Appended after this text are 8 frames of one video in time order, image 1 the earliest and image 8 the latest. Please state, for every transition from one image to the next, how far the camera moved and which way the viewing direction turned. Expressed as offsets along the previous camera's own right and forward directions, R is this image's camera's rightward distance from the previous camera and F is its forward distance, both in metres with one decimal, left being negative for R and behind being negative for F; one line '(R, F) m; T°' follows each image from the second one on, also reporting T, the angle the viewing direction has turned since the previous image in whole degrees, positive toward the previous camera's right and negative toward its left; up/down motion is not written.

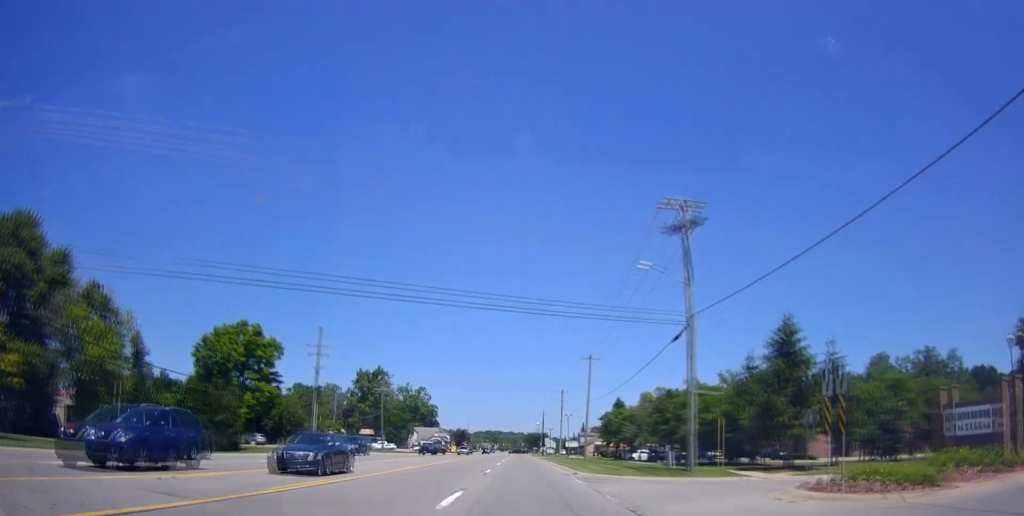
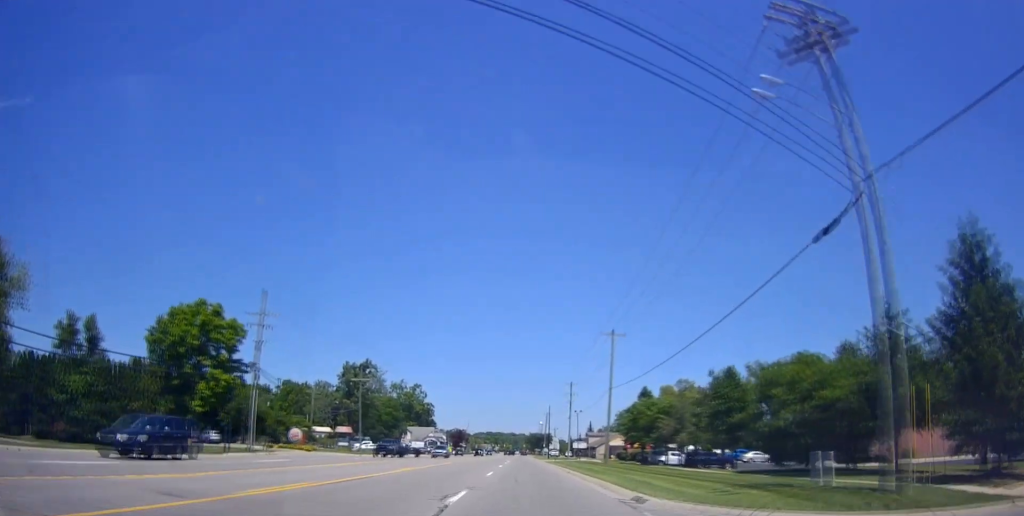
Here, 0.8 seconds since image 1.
(+0.2, +15.6) m; 0°
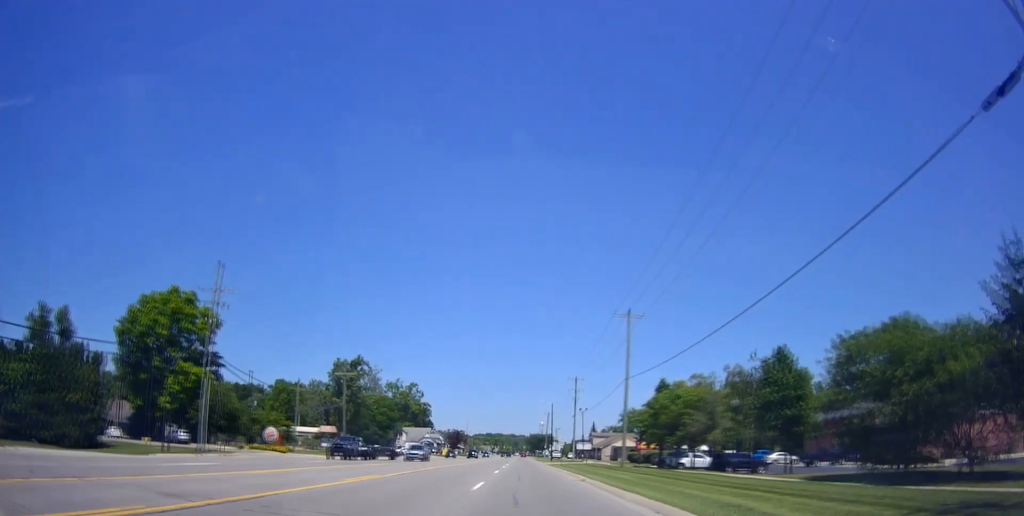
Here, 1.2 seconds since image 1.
(+0.2, +8.1) m; 0°
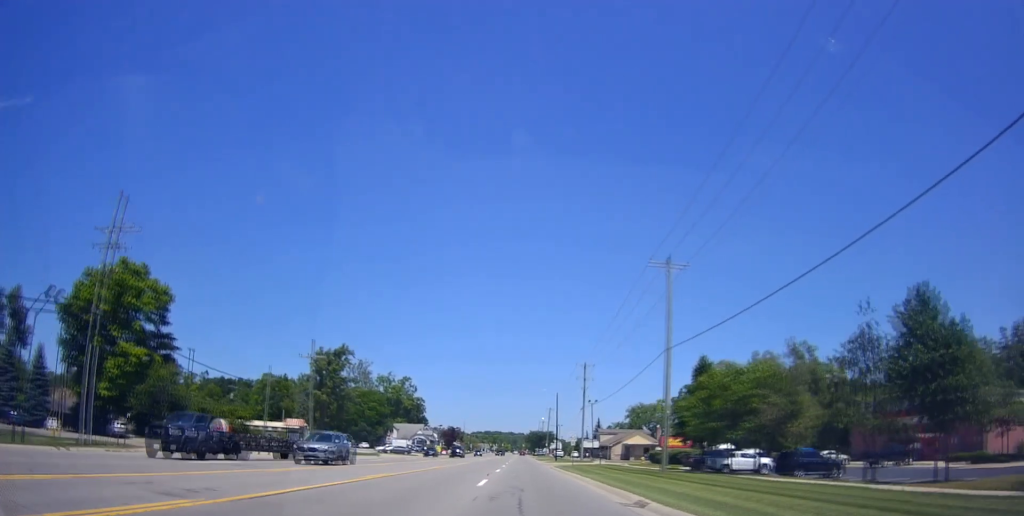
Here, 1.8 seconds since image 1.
(-0.4, +12.9) m; -1°
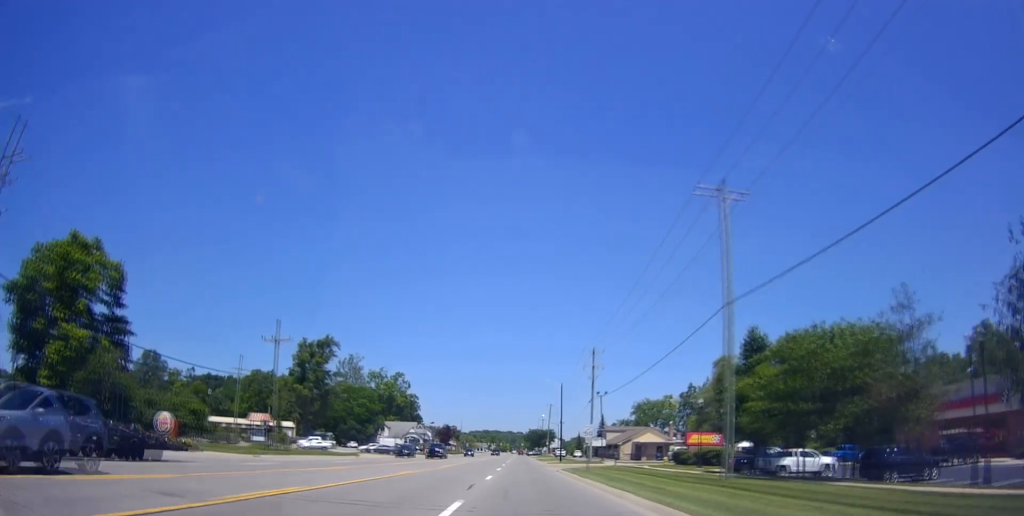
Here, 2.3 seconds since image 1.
(-0.1, +10.3) m; 0°
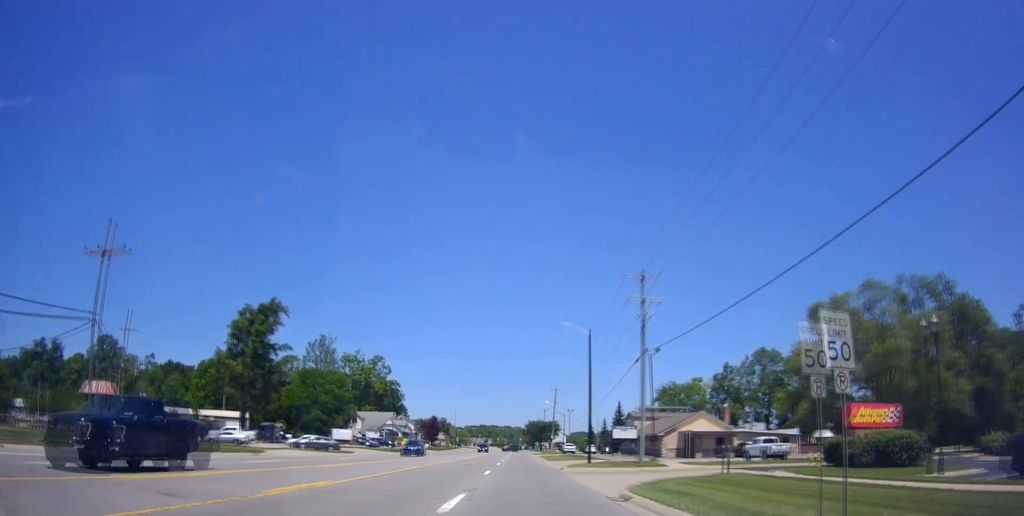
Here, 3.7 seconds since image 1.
(+0.7, +28.3) m; +2°
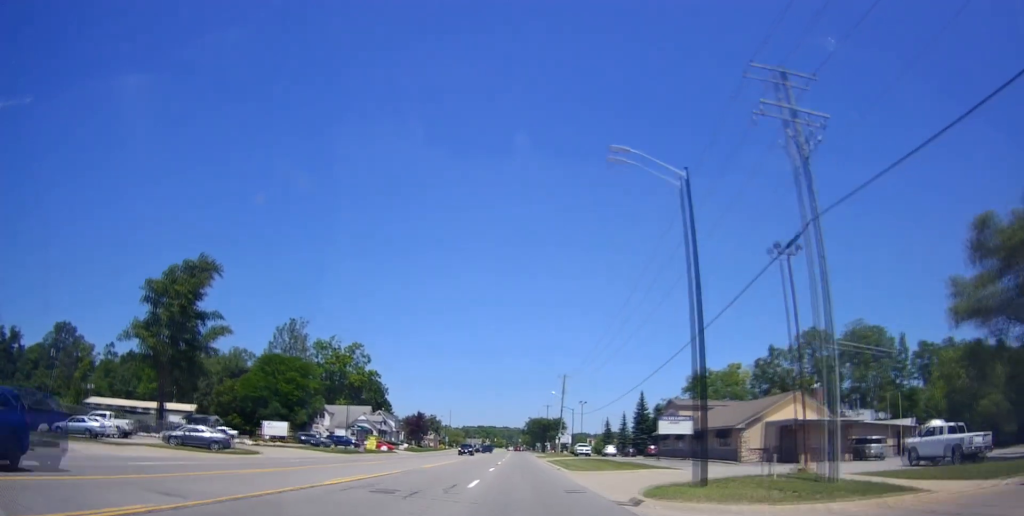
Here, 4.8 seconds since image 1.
(+0.2, +24.2) m; -2°
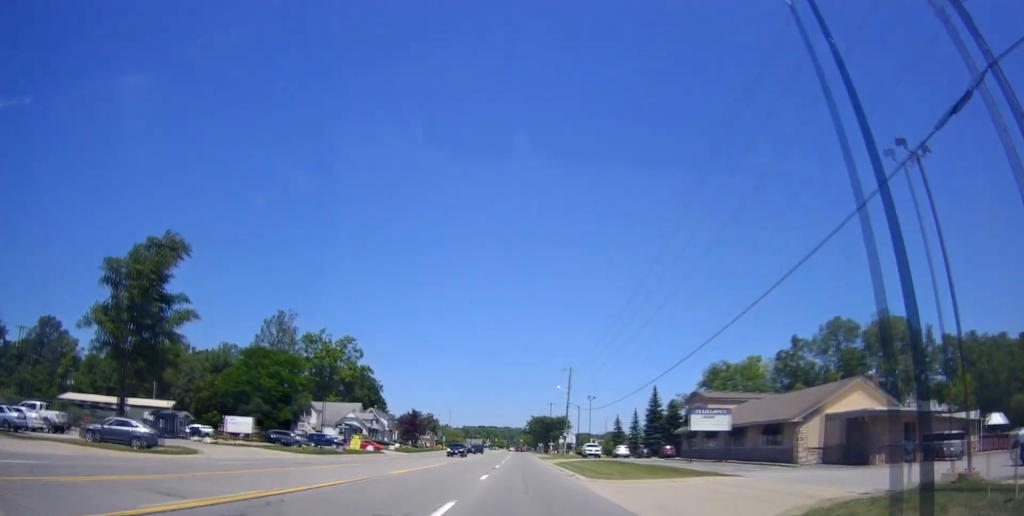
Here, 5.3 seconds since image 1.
(0.0, +8.9) m; -1°
